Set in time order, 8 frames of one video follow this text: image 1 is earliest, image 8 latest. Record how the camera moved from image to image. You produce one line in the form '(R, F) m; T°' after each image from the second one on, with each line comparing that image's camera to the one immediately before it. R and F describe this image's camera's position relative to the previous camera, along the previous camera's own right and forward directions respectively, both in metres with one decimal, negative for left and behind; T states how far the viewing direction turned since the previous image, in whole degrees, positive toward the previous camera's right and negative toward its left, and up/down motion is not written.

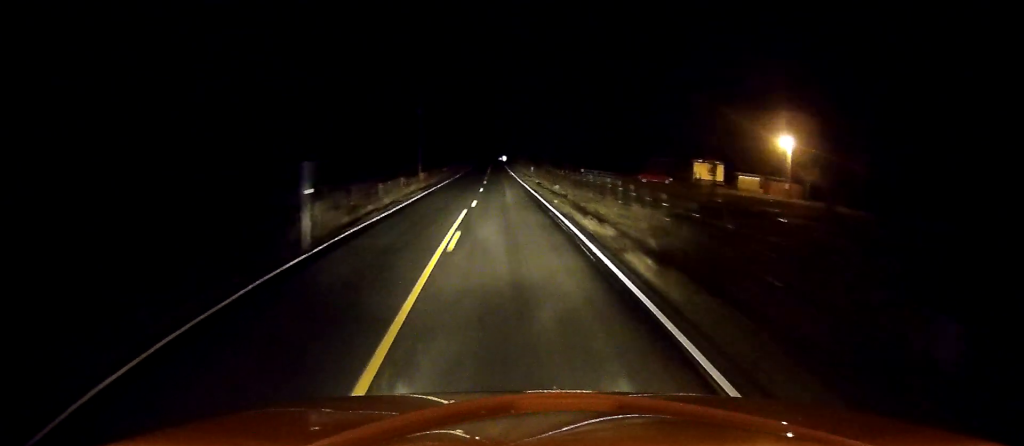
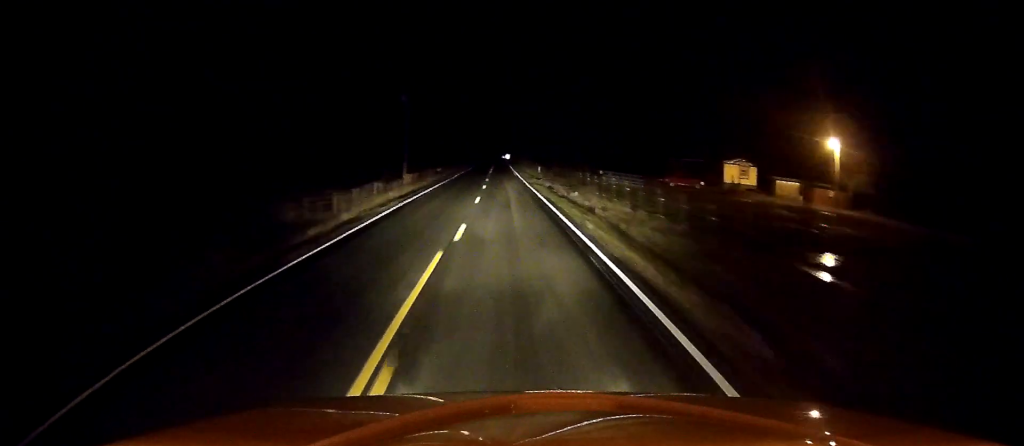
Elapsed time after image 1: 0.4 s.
(+0.2, +11.9) m; 0°
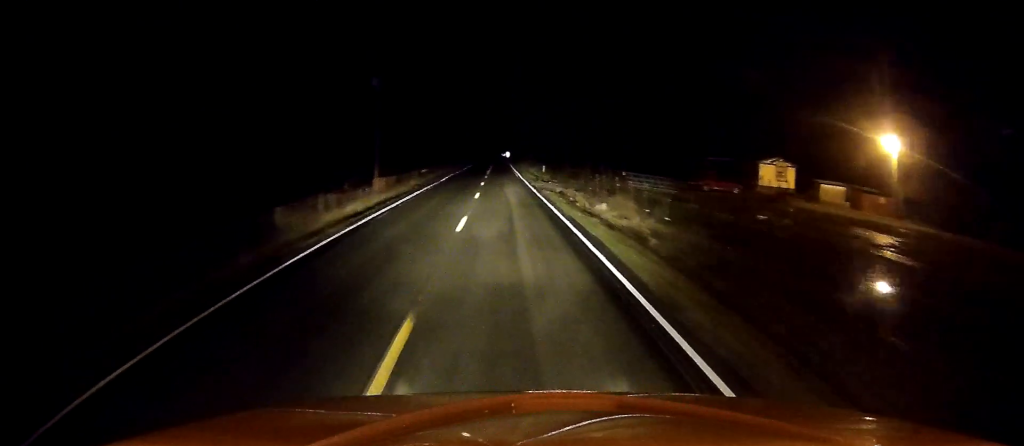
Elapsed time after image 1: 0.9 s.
(0.0, +12.6) m; 0°
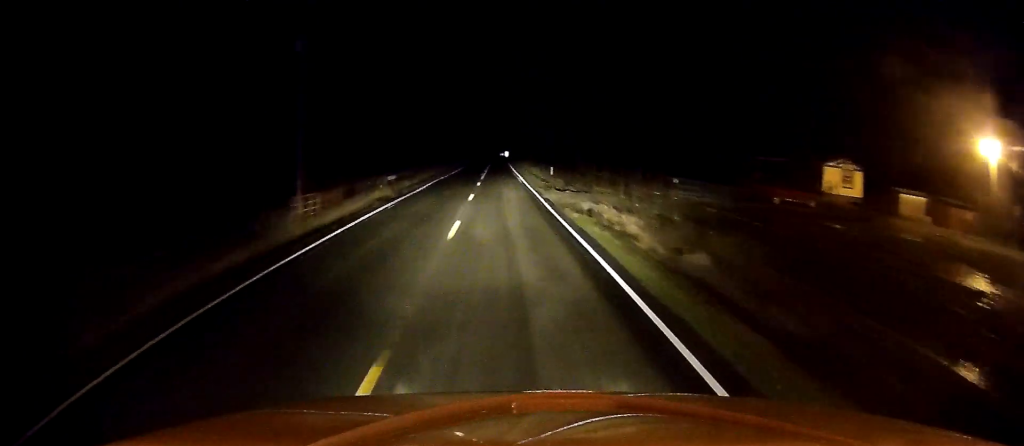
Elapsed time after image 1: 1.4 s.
(0.0, +16.9) m; 0°
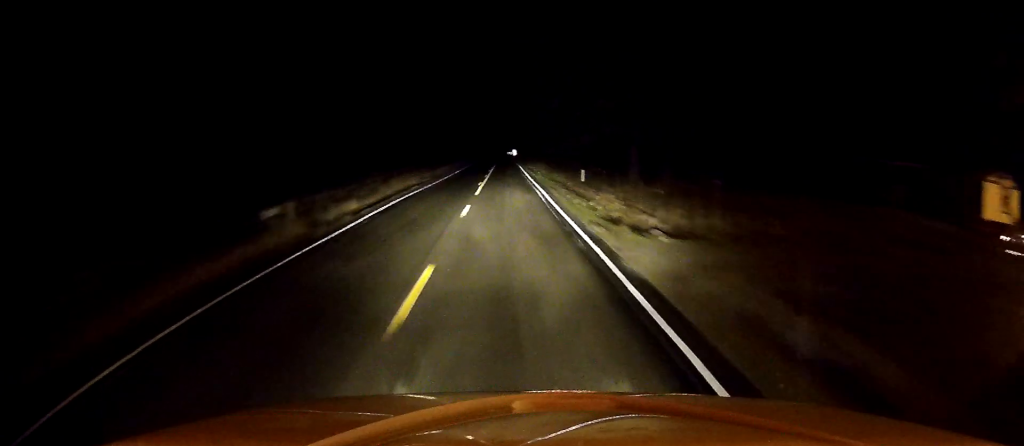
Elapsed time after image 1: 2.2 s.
(-0.1, +22.2) m; 0°
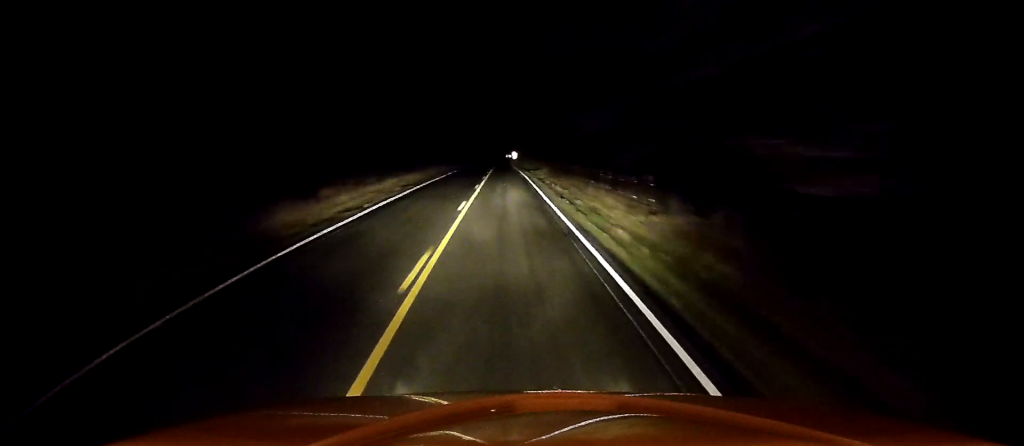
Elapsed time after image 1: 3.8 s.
(+0.1, +40.1) m; 0°
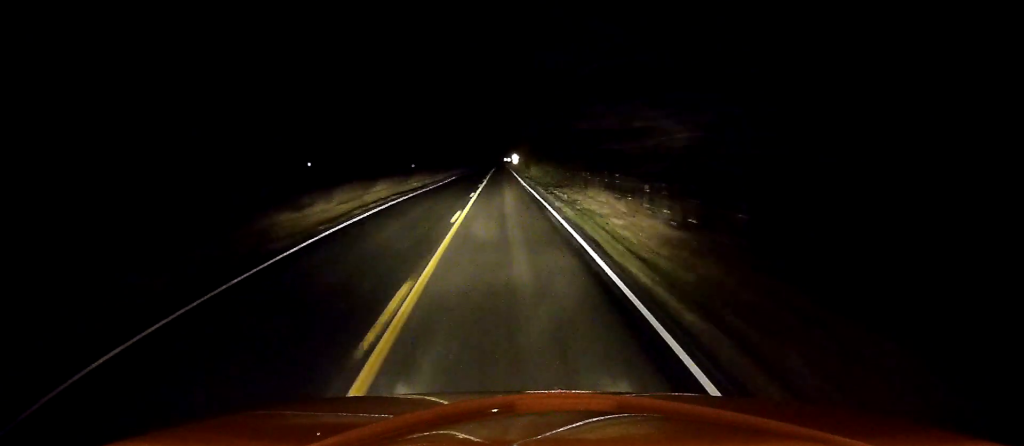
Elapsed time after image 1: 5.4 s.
(-0.1, +35.2) m; -1°
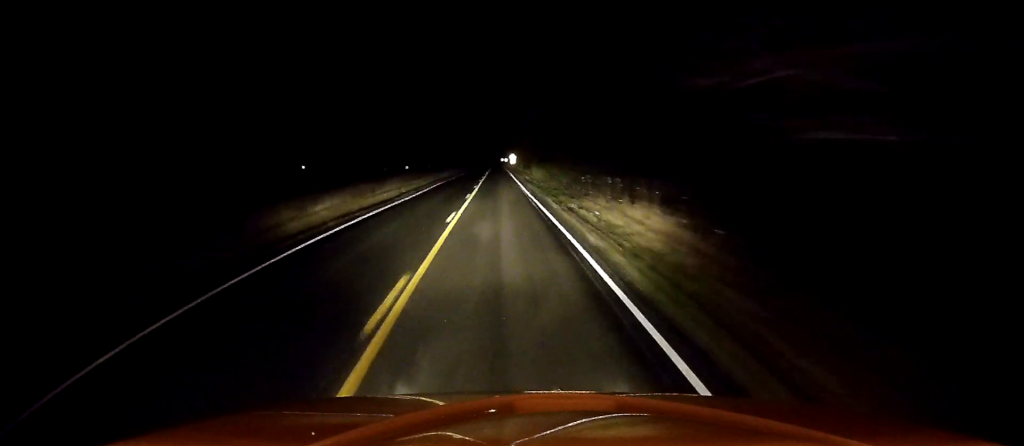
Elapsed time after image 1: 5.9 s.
(0.0, +11.2) m; 0°
